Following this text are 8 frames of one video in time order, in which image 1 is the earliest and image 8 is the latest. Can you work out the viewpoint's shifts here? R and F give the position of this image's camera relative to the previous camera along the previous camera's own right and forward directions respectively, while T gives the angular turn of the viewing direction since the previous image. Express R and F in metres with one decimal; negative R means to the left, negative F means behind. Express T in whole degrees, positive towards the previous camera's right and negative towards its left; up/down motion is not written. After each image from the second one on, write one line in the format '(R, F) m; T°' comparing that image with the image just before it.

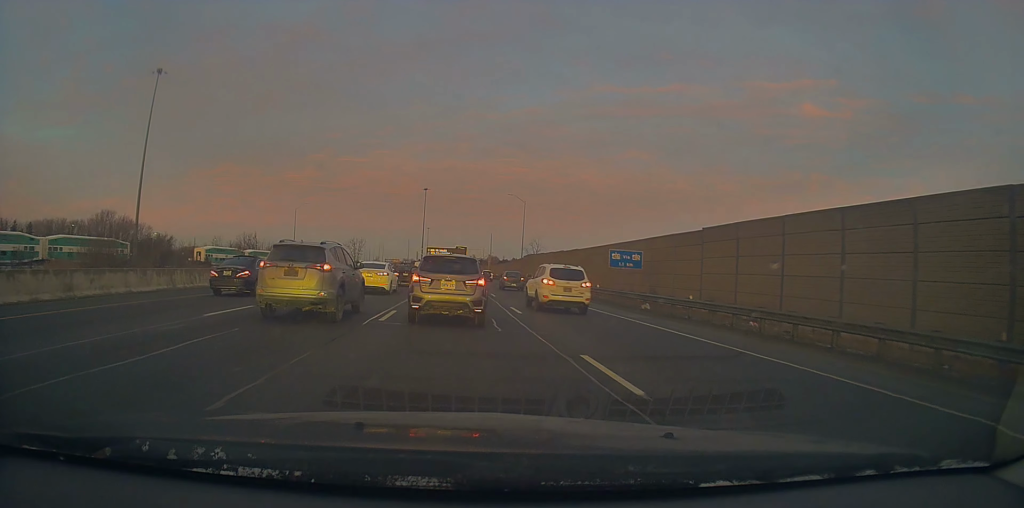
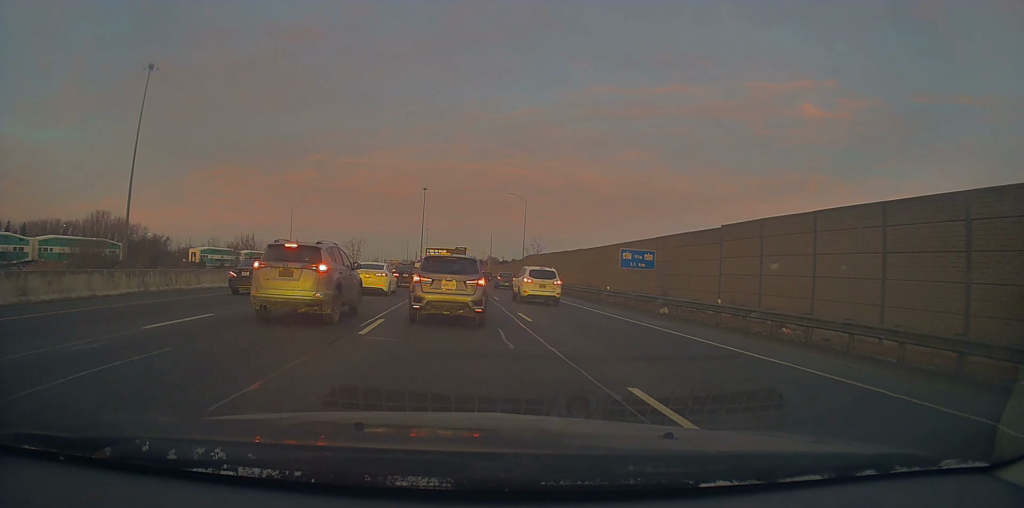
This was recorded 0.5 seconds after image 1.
(+0.3, +2.6) m; 0°
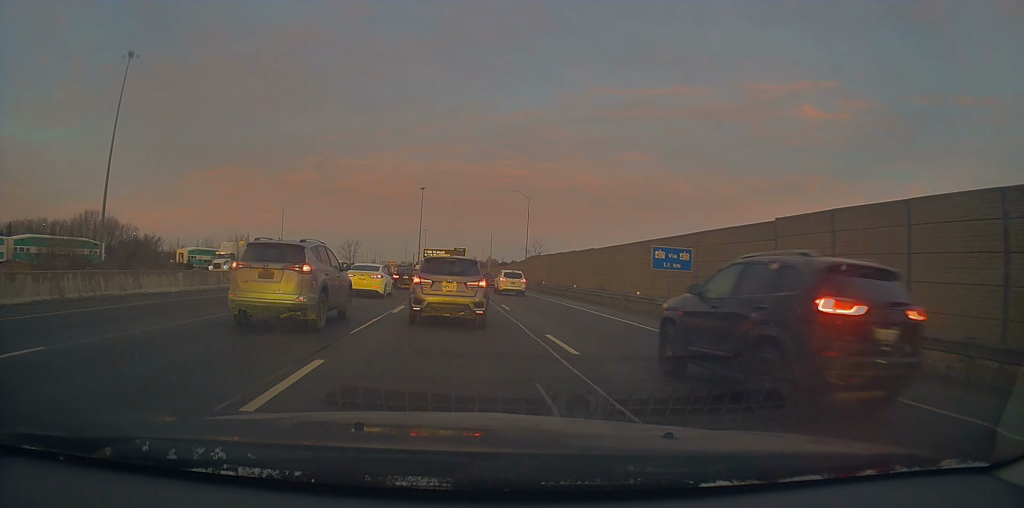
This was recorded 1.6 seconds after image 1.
(-0.1, +5.9) m; -4°
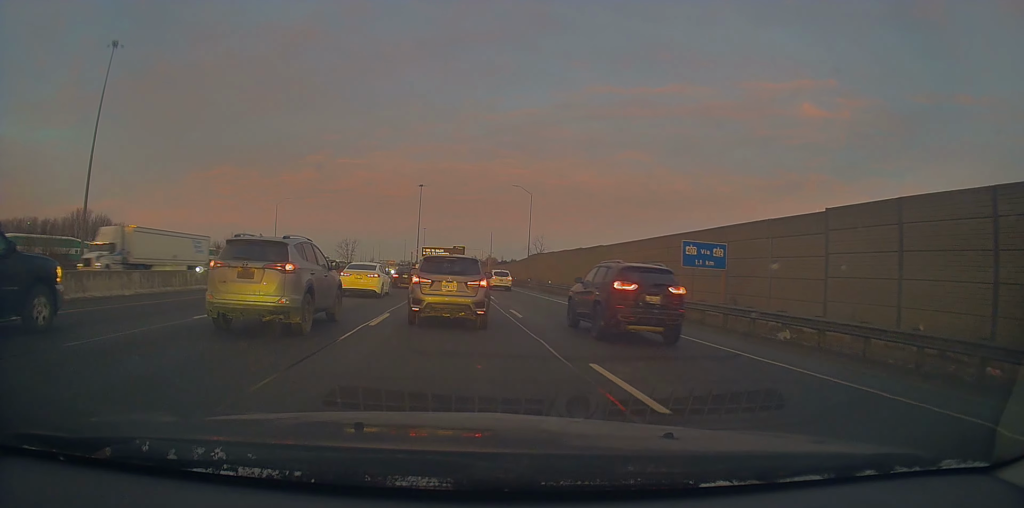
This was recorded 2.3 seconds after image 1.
(-0.2, +4.1) m; 0°
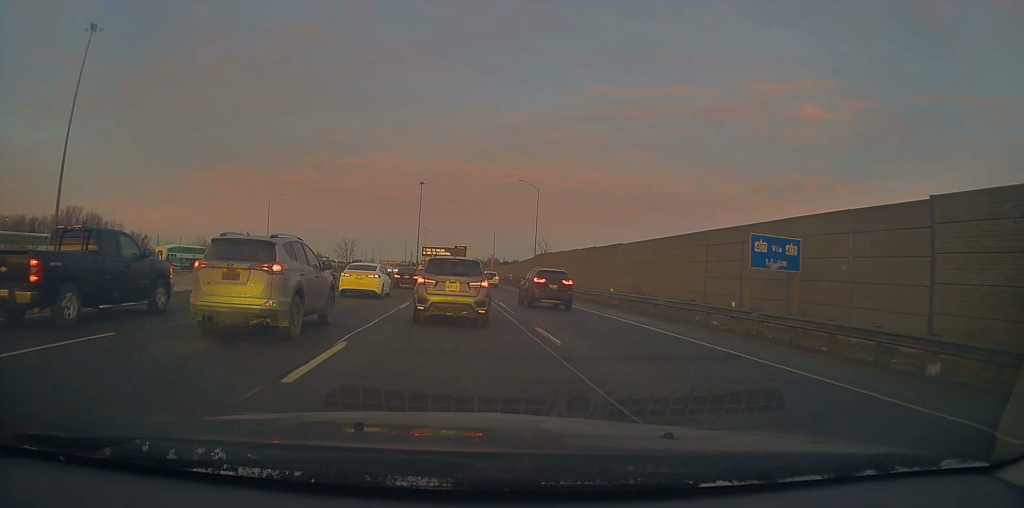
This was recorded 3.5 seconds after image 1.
(+0.3, +6.5) m; +7°
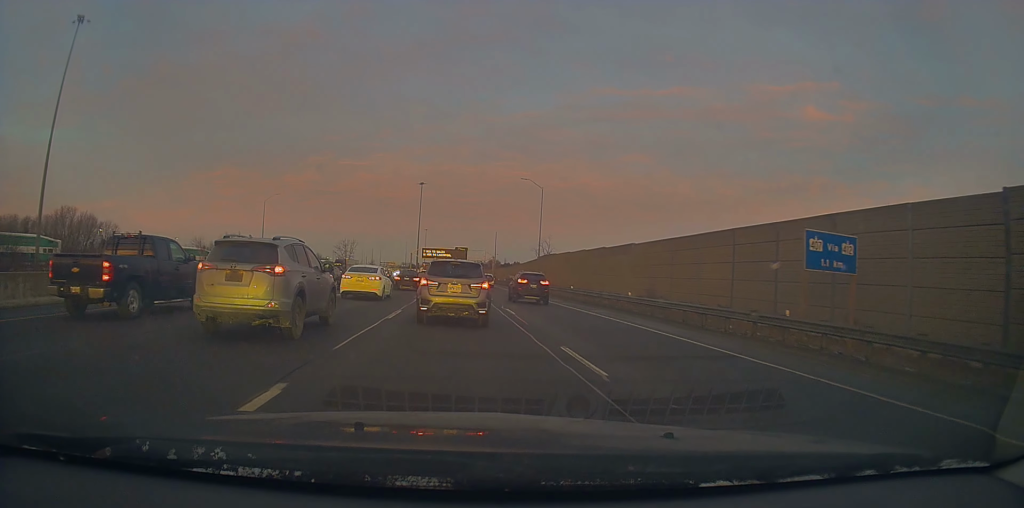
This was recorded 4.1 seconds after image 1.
(+0.2, +3.5) m; +2°
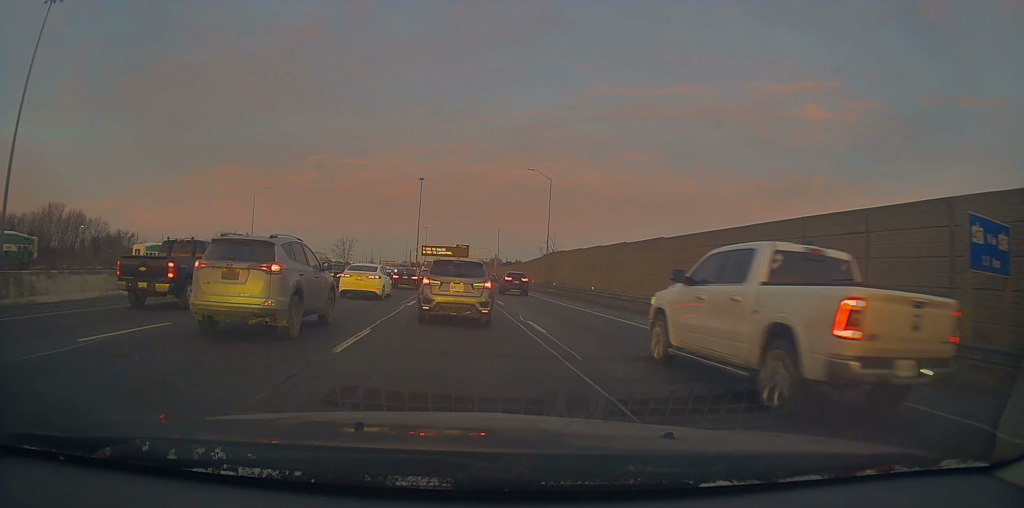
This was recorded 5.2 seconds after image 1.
(-0.1, +5.9) m; -6°
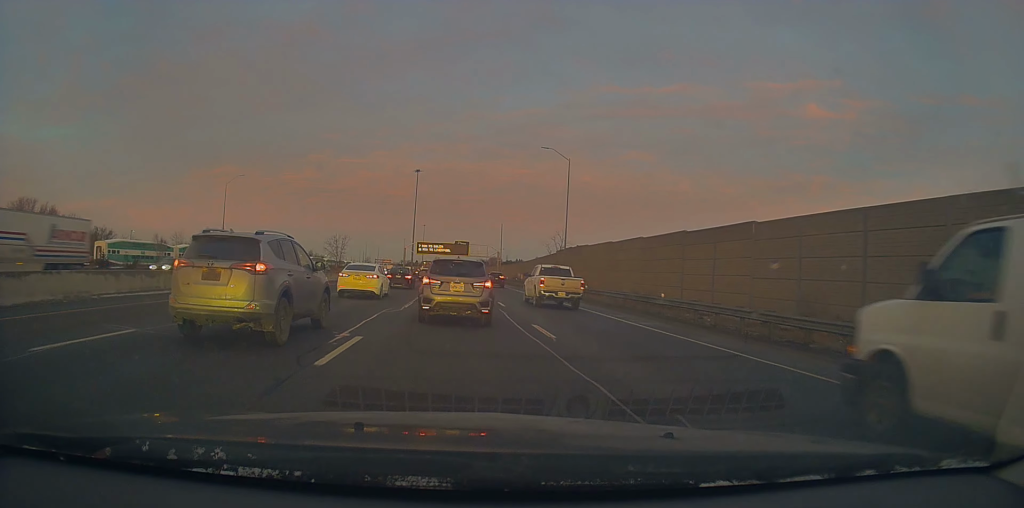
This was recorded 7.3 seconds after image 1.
(-1.1, +13.1) m; -3°
